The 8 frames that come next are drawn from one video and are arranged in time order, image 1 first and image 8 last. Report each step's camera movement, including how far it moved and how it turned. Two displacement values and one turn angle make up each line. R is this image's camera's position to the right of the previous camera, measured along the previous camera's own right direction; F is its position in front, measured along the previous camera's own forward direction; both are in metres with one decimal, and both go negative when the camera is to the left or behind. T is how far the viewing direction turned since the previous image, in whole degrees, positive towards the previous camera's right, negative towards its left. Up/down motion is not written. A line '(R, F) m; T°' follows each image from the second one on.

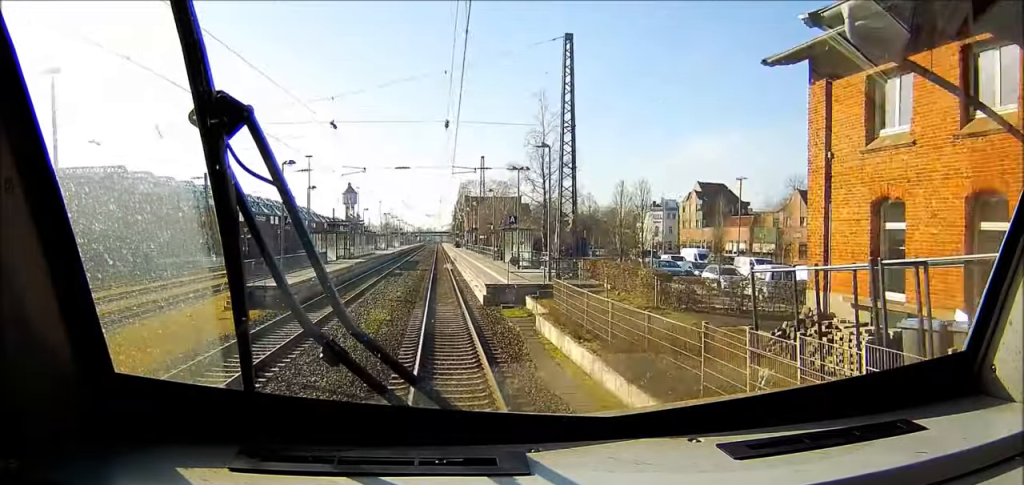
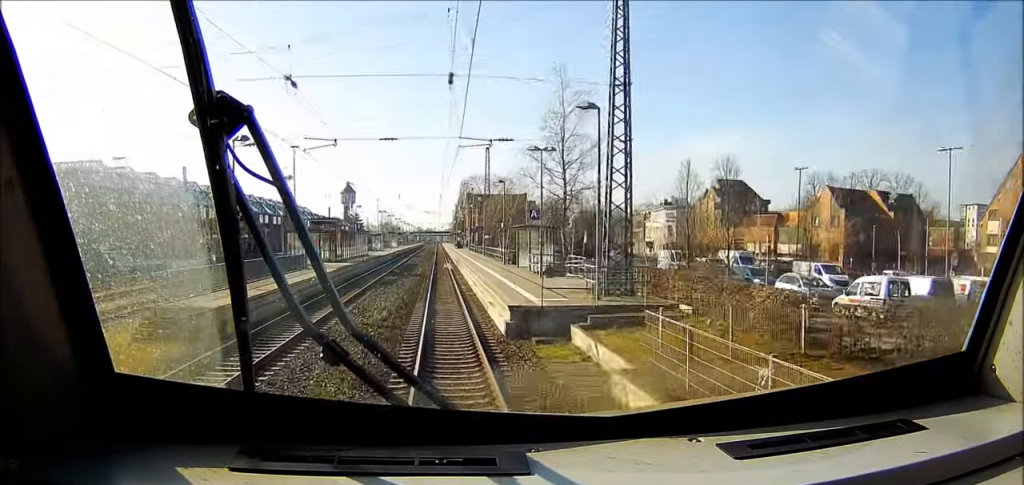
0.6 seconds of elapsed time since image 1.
(0.0, +13.0) m; 0°
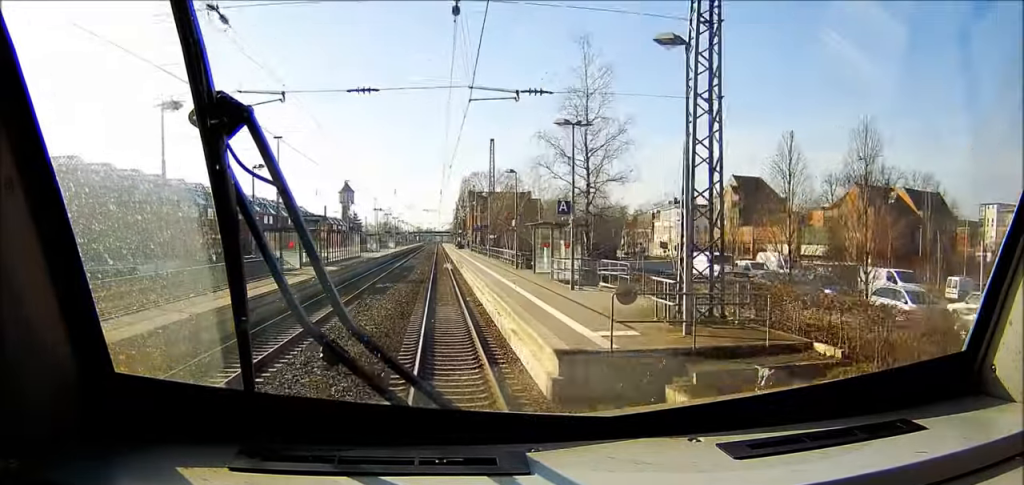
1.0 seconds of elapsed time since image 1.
(+0.1, +10.6) m; 0°
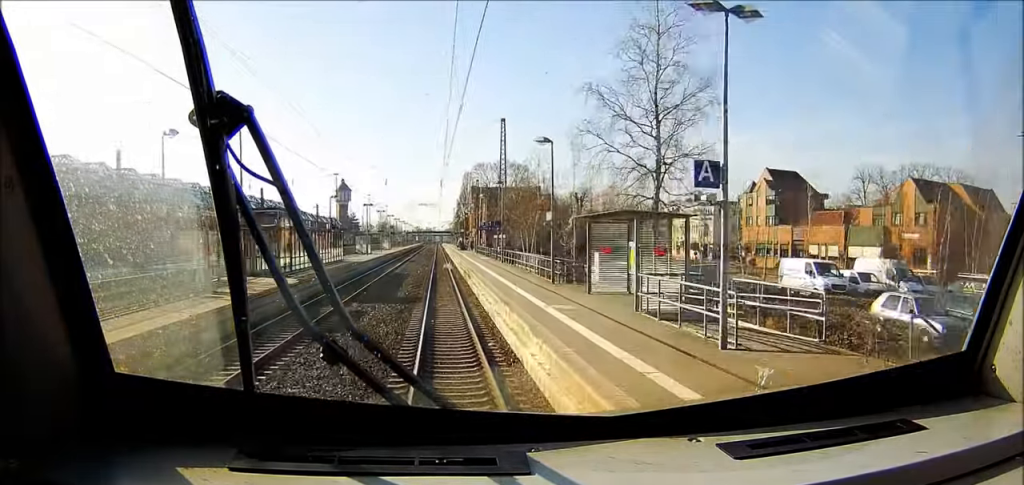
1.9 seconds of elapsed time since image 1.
(+0.1, +20.6) m; 0°
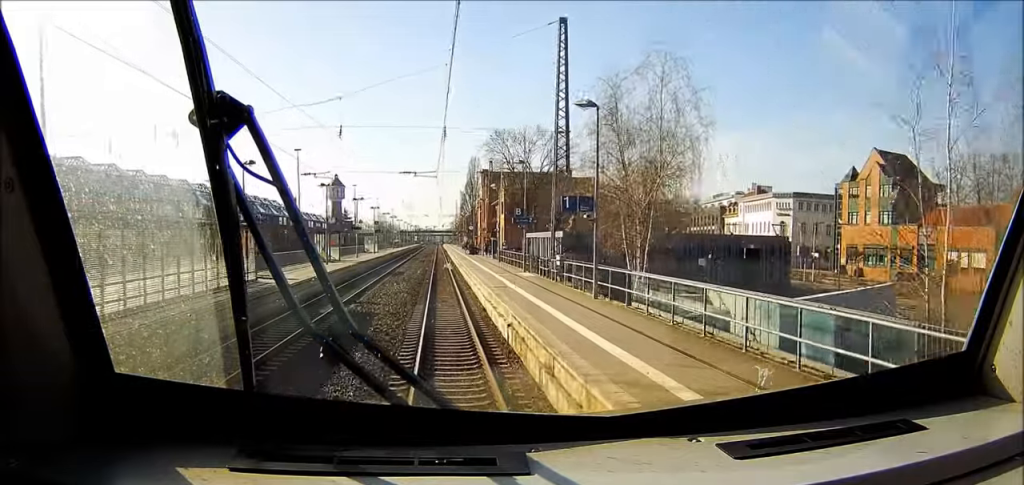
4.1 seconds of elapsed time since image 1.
(-1.0, +49.6) m; -2°
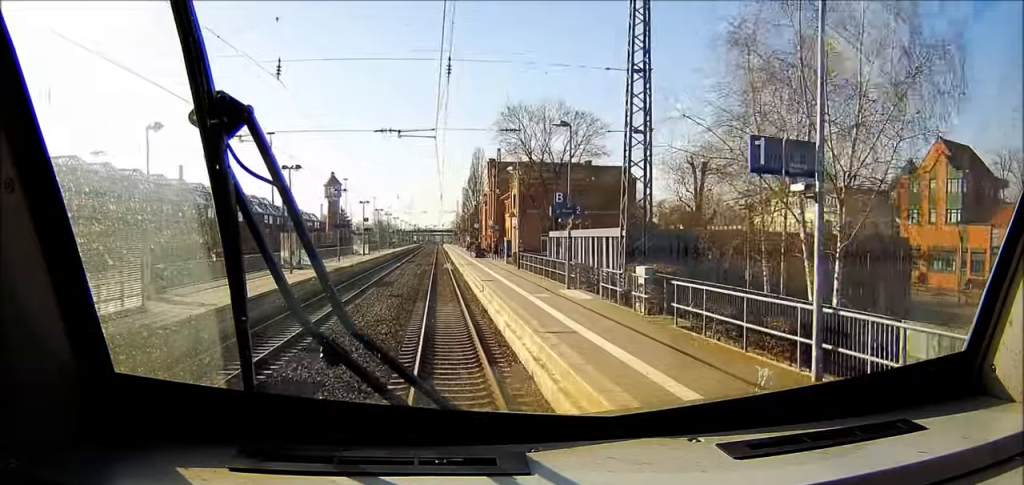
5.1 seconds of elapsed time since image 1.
(0.0, +24.3) m; 0°
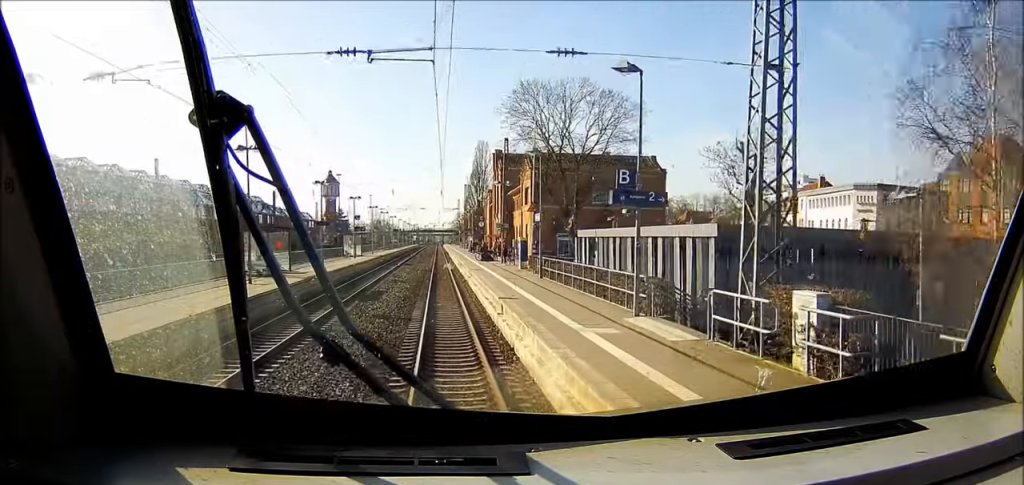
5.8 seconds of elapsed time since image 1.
(-0.1, +16.5) m; 0°
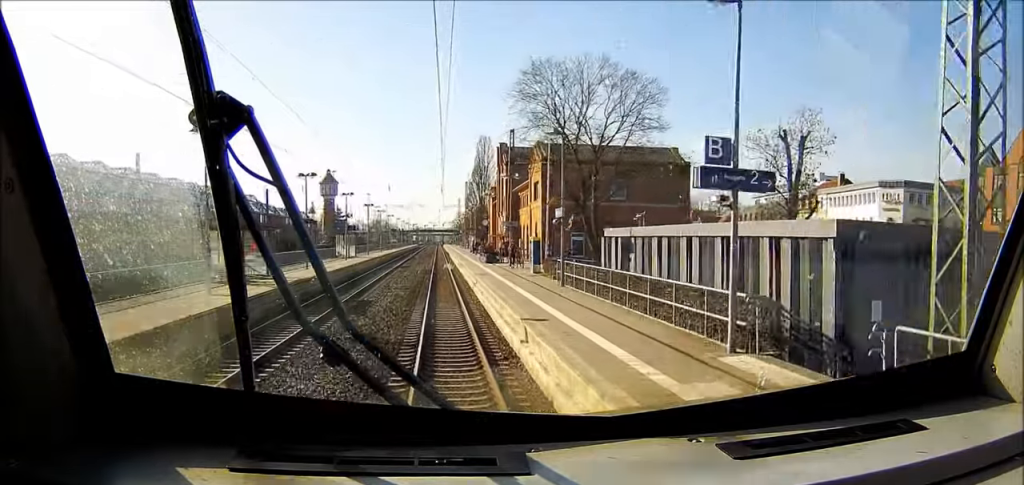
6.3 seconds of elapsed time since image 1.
(-0.1, +11.8) m; 0°
